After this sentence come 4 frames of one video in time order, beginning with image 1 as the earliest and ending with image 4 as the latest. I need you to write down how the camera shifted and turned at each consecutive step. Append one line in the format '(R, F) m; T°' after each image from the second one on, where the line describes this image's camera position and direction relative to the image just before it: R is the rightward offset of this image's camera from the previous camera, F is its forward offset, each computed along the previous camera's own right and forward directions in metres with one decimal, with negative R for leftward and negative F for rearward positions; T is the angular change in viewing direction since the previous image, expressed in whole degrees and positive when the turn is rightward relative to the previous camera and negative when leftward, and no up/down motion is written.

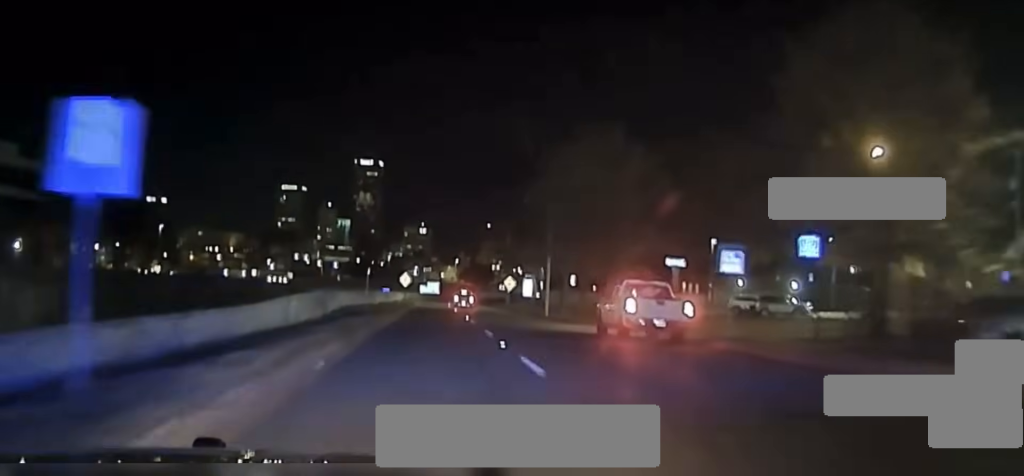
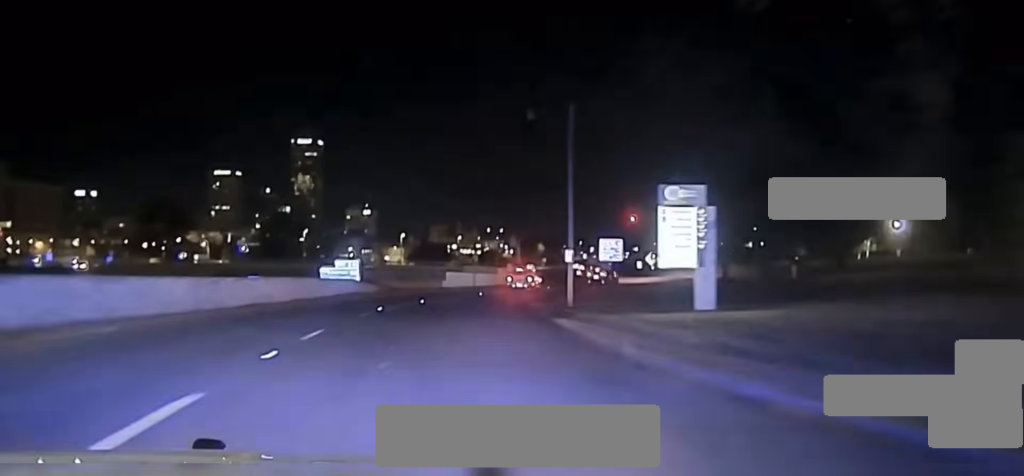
(+1.9, +106.8) m; +5°
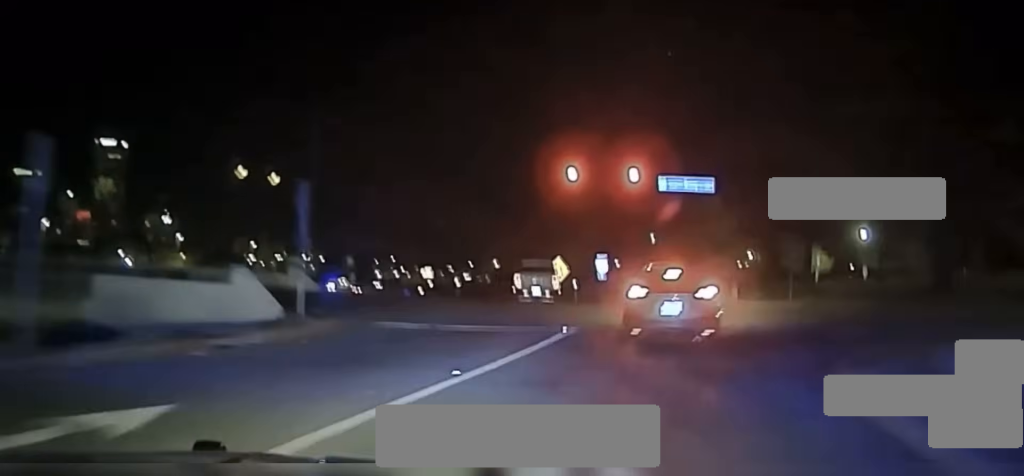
(+6.3, +57.1) m; +14°
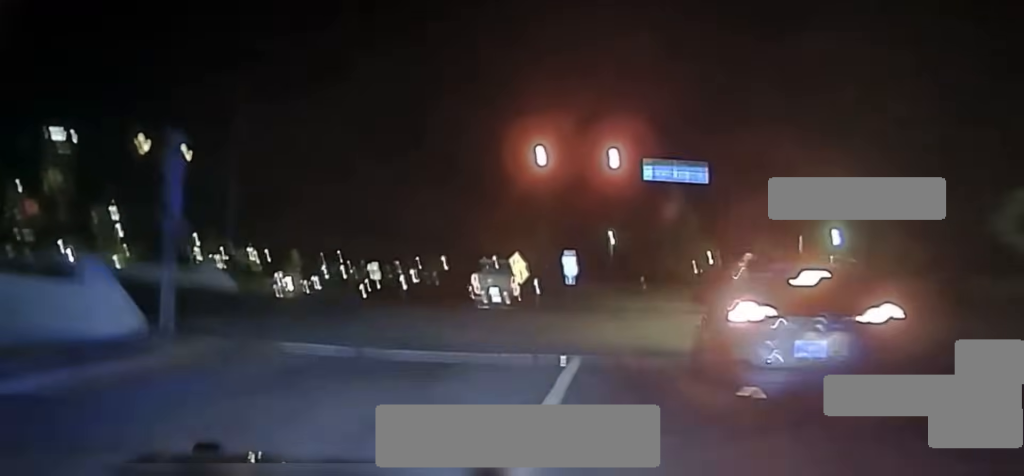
(+0.2, +8.0) m; +2°
